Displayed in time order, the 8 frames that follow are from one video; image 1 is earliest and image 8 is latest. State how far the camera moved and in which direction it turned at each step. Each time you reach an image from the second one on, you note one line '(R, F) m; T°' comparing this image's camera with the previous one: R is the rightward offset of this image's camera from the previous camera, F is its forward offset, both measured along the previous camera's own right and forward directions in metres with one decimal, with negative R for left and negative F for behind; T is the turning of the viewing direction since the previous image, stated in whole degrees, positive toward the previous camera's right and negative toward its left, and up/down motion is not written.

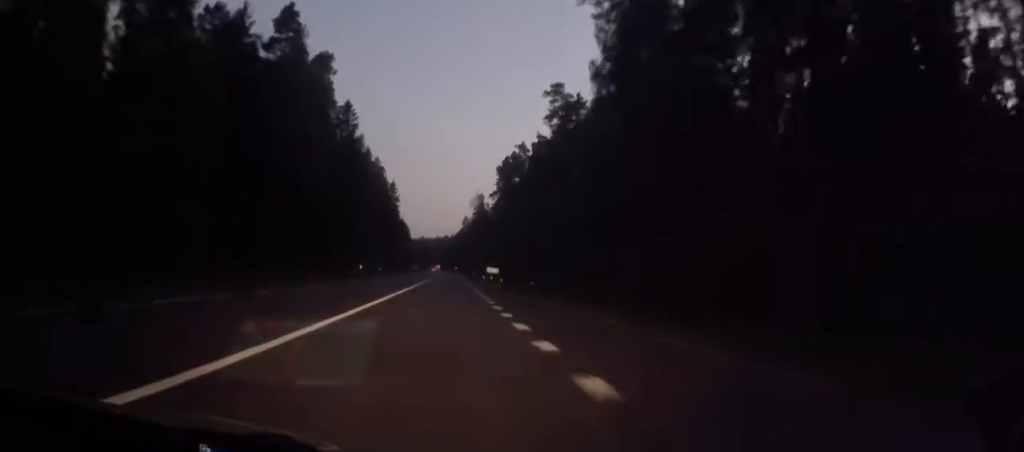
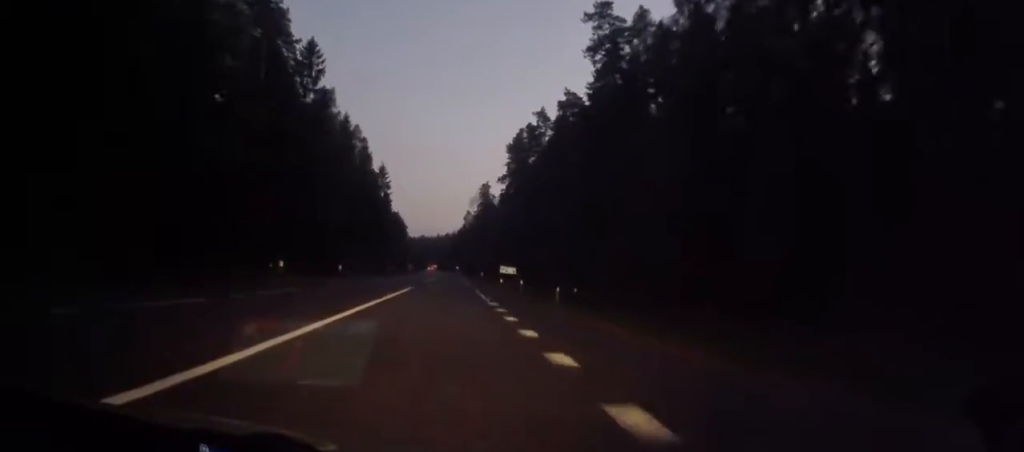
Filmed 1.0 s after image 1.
(0.0, +29.8) m; 0°
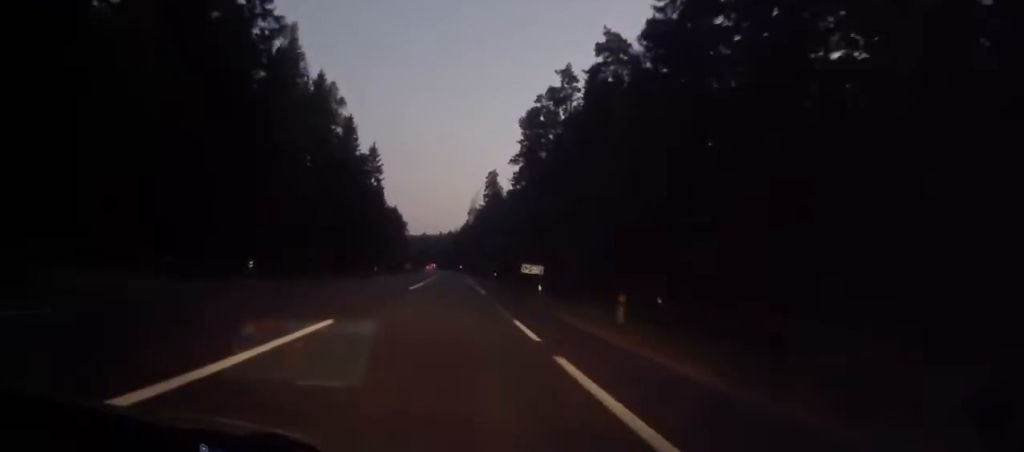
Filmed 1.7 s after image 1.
(+0.1, +23.7) m; 0°
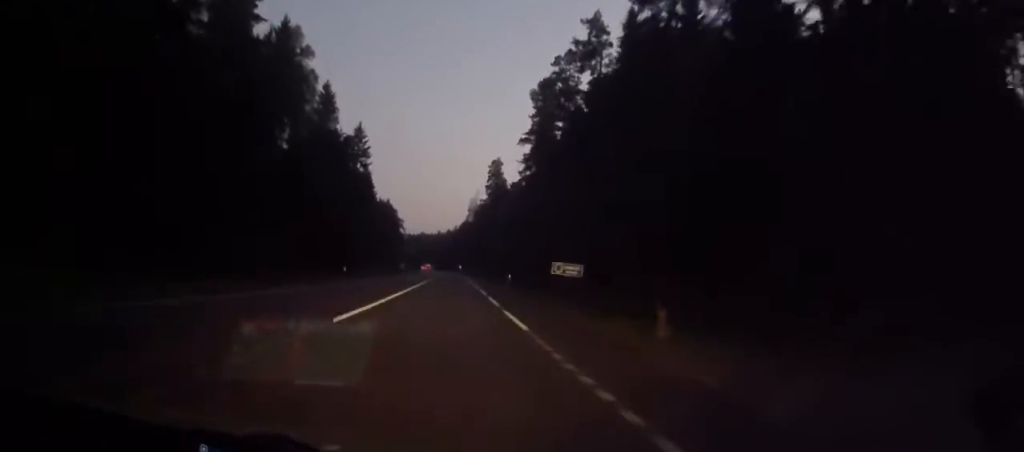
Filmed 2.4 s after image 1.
(-0.1, +19.6) m; 0°
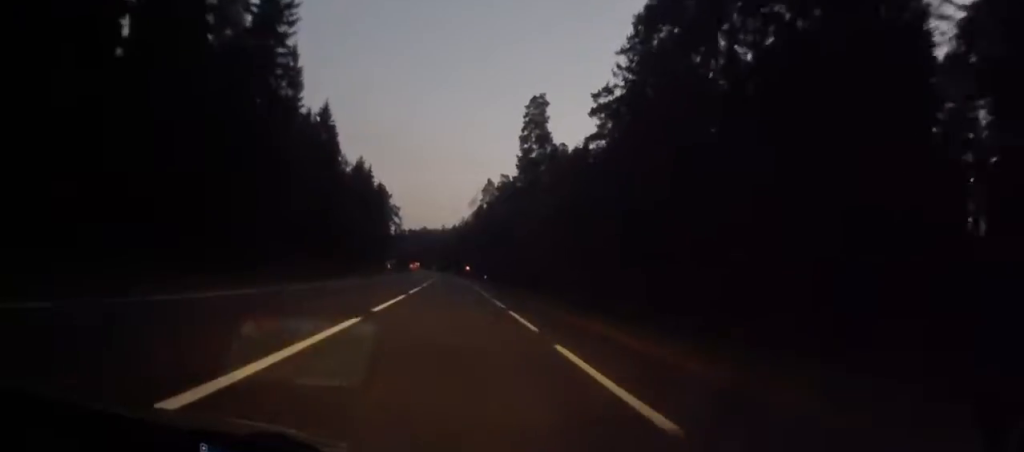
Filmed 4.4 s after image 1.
(+0.6, +63.8) m; +1°
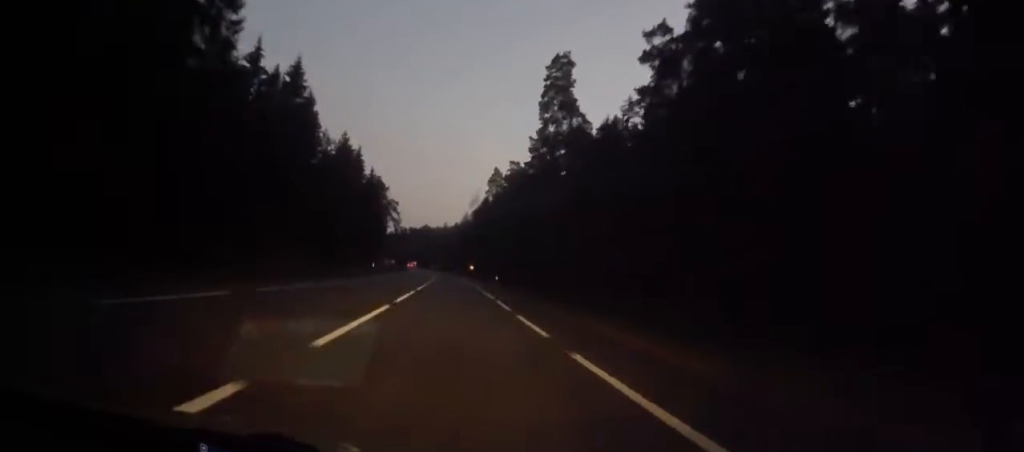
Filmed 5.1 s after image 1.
(-0.1, +19.4) m; -1°
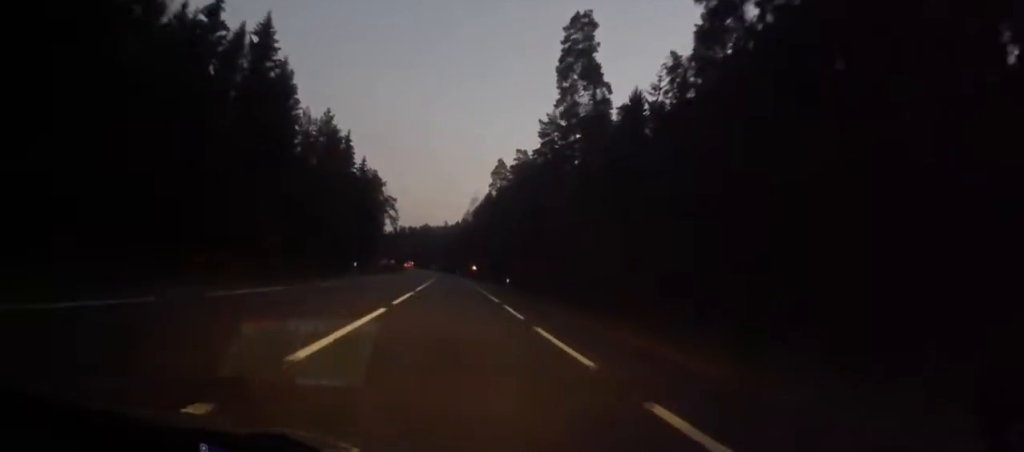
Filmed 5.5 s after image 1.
(0.0, +13.2) m; 0°
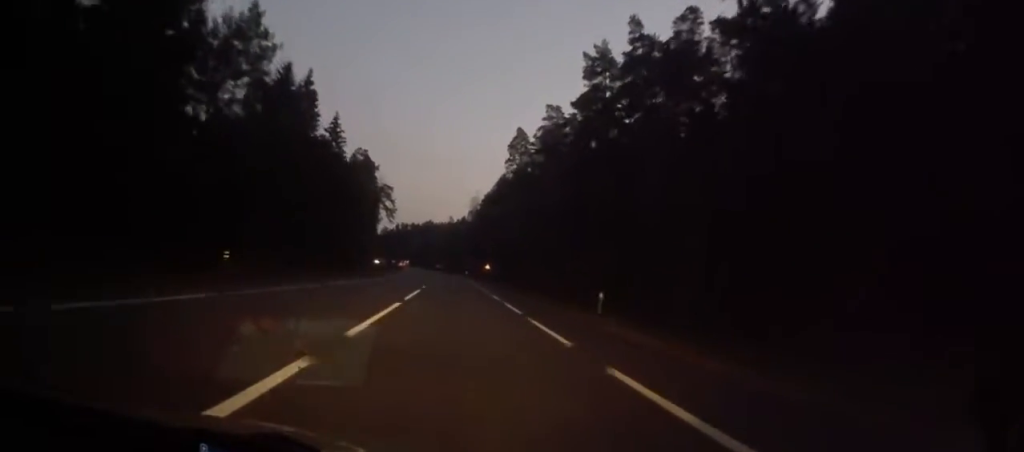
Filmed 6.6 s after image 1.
(-0.3, +33.2) m; 0°
